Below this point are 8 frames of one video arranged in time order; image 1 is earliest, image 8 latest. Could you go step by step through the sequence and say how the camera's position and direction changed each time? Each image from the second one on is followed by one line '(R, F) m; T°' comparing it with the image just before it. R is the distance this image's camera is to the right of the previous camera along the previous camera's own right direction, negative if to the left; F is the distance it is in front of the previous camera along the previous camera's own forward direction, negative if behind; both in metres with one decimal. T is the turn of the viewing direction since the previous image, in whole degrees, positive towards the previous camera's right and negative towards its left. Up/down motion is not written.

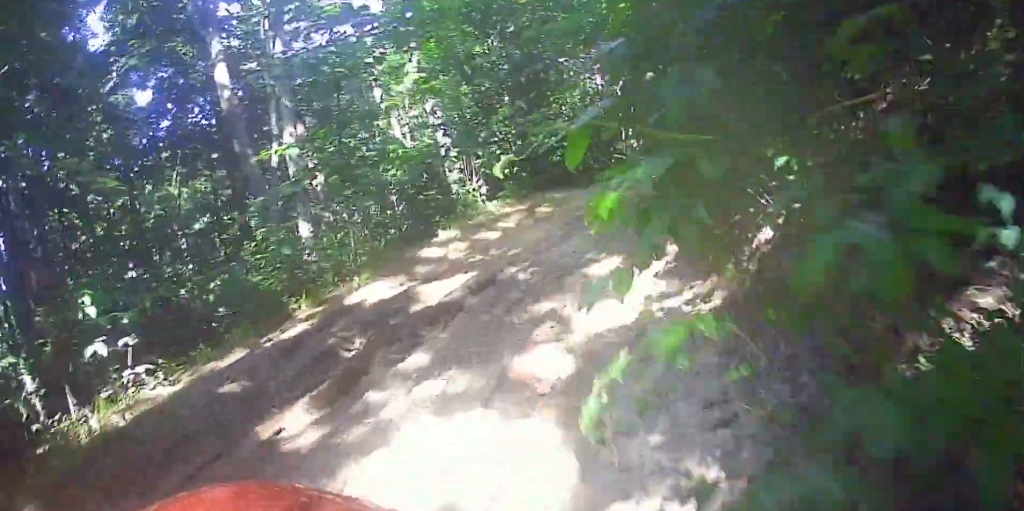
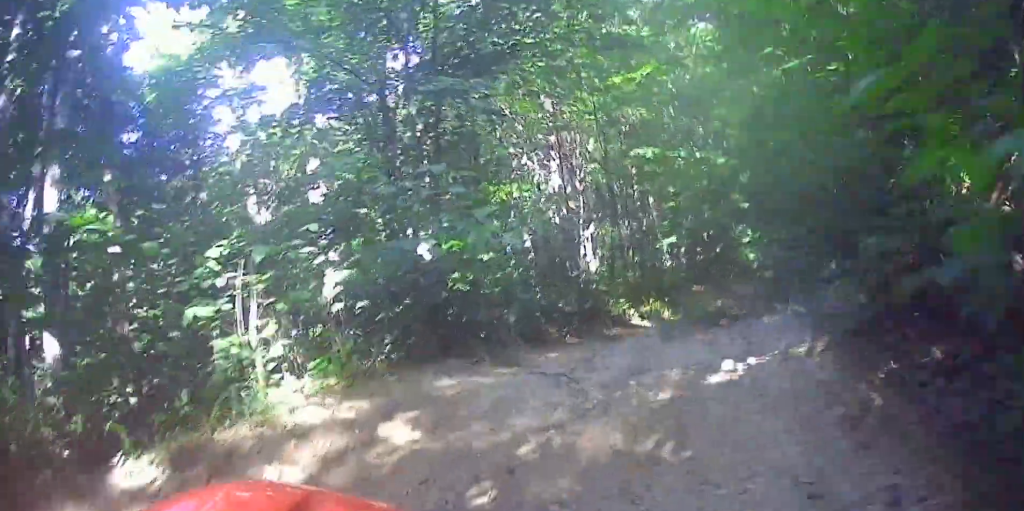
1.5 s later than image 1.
(+1.7, +5.1) m; +36°
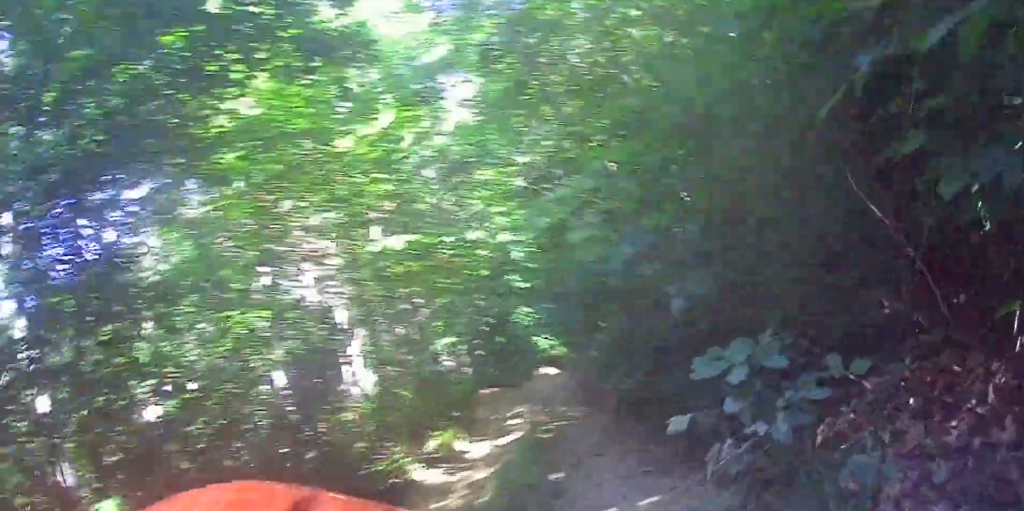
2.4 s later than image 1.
(+0.7, +3.4) m; +15°
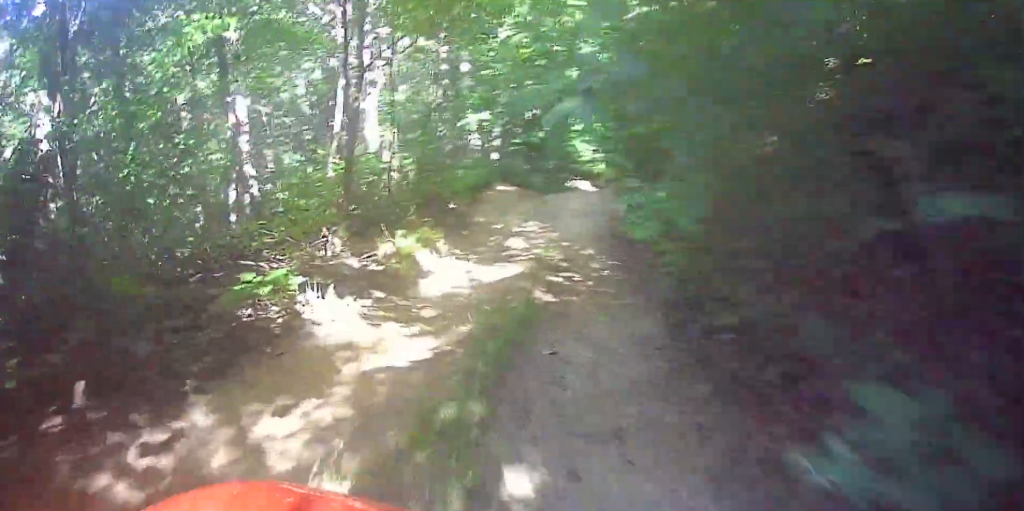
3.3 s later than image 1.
(+0.2, +3.6) m; +7°
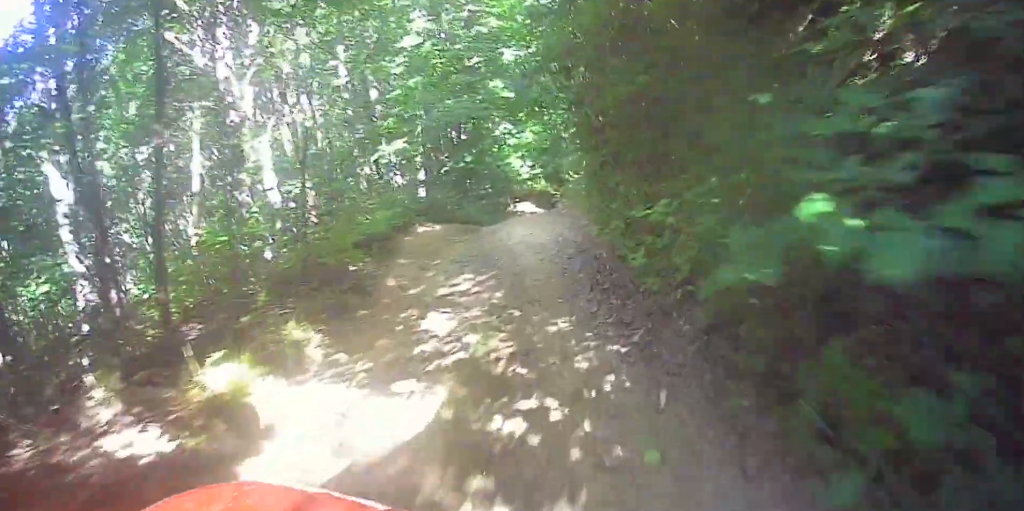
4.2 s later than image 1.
(+0.2, +3.8) m; +6°
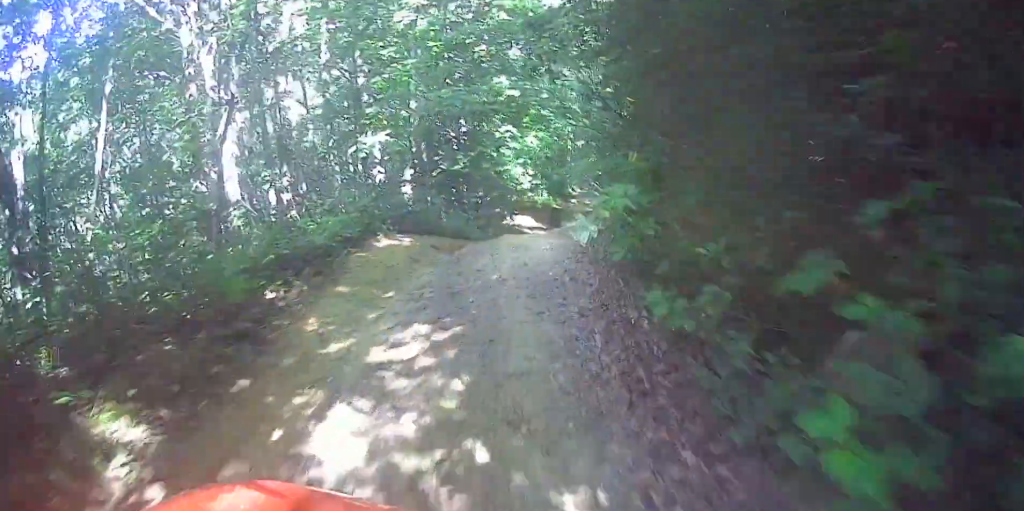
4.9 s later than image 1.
(0.0, +2.7) m; +4°
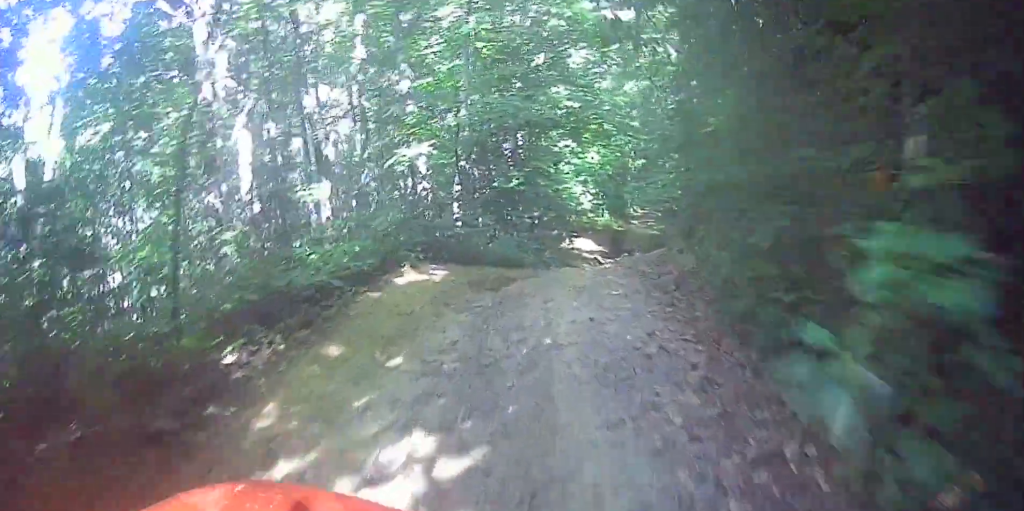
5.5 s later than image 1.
(+0.1, +2.0) m; +2°
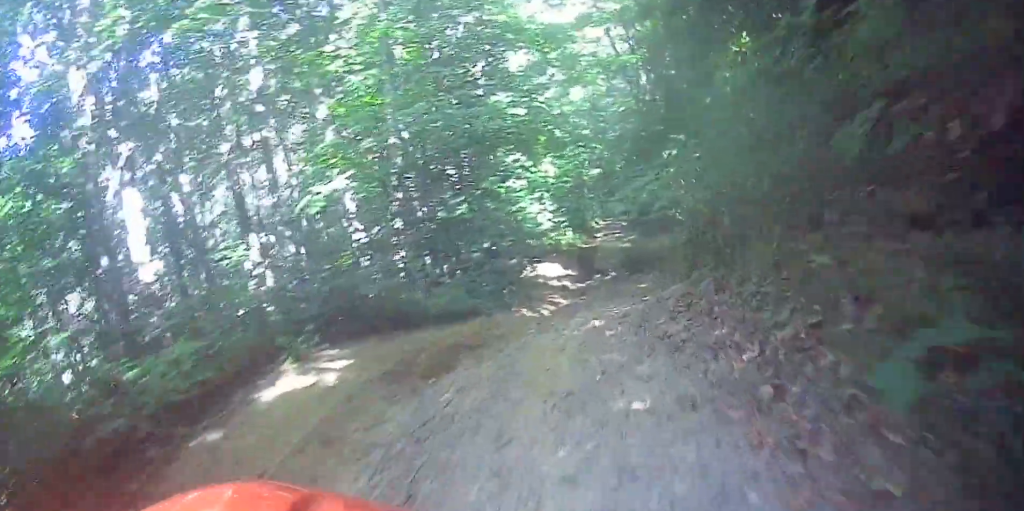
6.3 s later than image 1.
(+0.1, +2.9) m; +2°
